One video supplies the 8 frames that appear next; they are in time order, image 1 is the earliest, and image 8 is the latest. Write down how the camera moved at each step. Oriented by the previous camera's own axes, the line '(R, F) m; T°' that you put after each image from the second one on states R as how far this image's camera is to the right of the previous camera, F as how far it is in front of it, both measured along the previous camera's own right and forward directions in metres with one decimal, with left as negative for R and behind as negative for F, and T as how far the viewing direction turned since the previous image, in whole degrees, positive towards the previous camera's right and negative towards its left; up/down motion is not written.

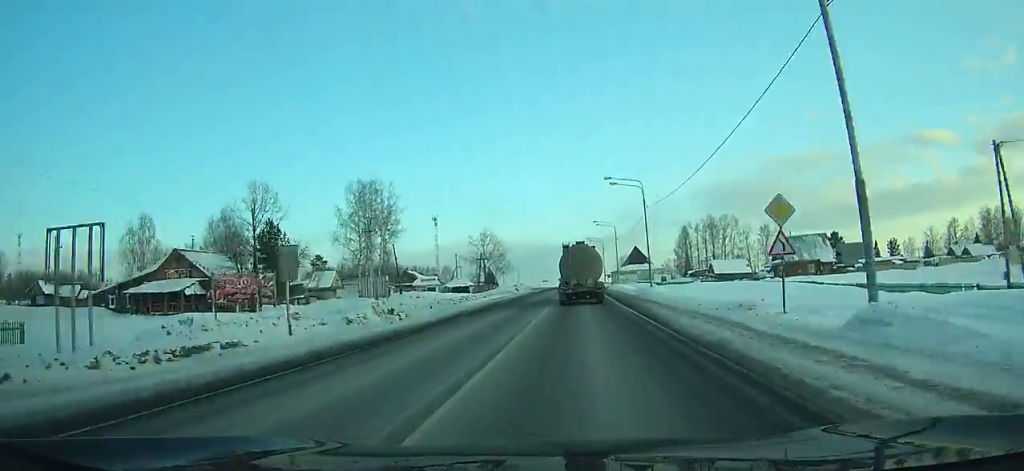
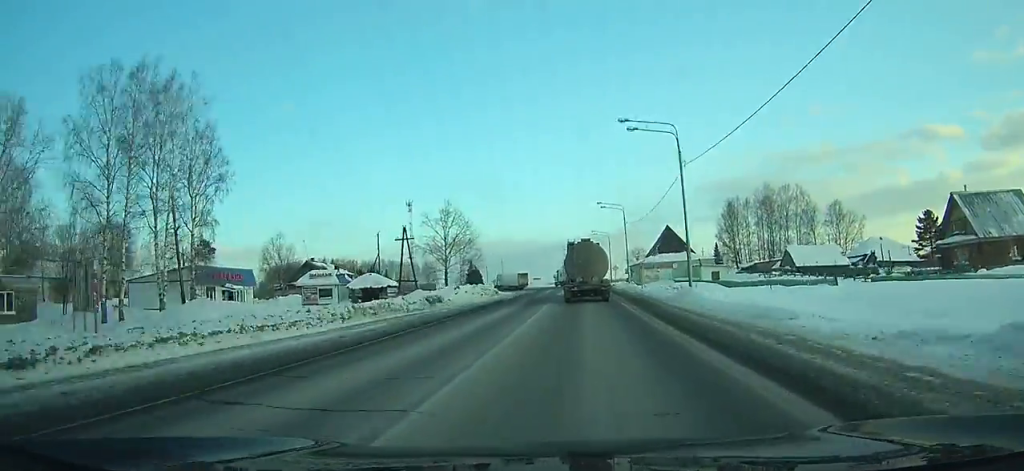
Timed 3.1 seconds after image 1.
(-0.3, +52.3) m; 0°
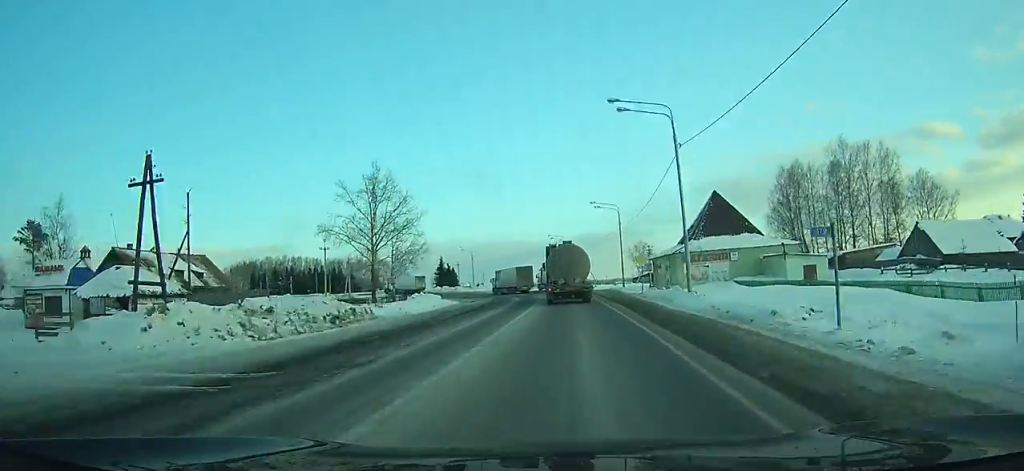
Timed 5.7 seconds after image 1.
(+0.4, +41.4) m; 0°
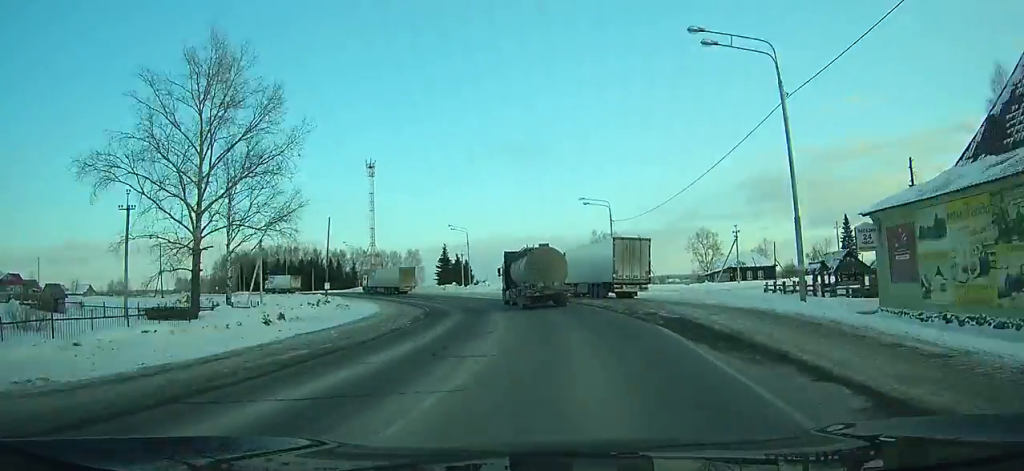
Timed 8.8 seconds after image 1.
(-0.5, +46.6) m; -6°
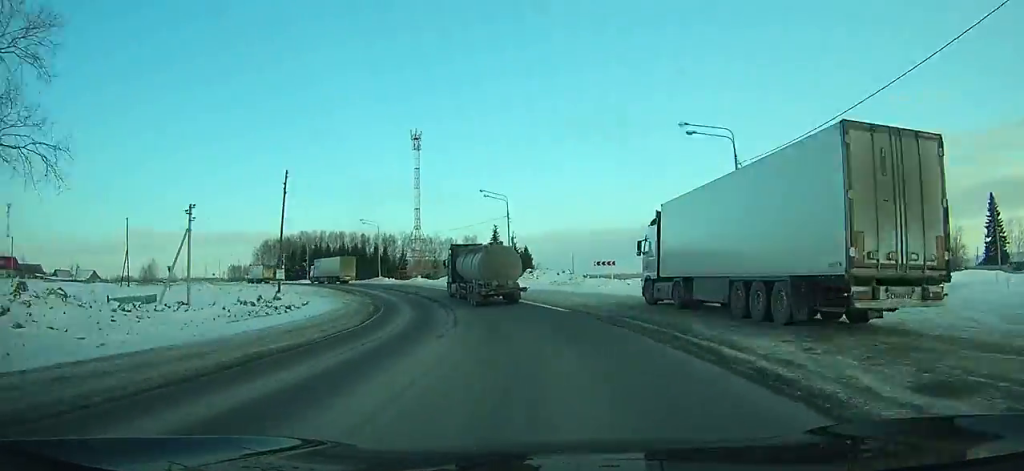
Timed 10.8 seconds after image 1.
(-2.5, +28.6) m; -10°
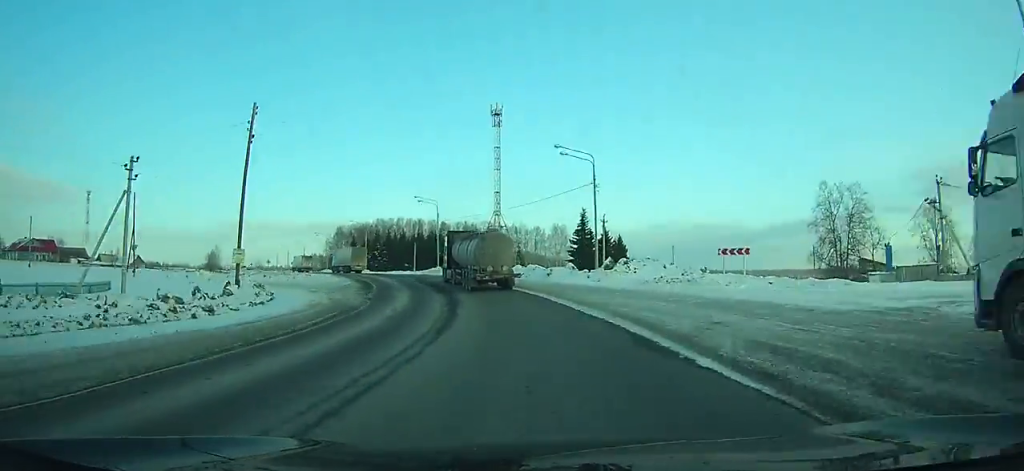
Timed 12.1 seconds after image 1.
(+0.8, +18.4) m; -7°
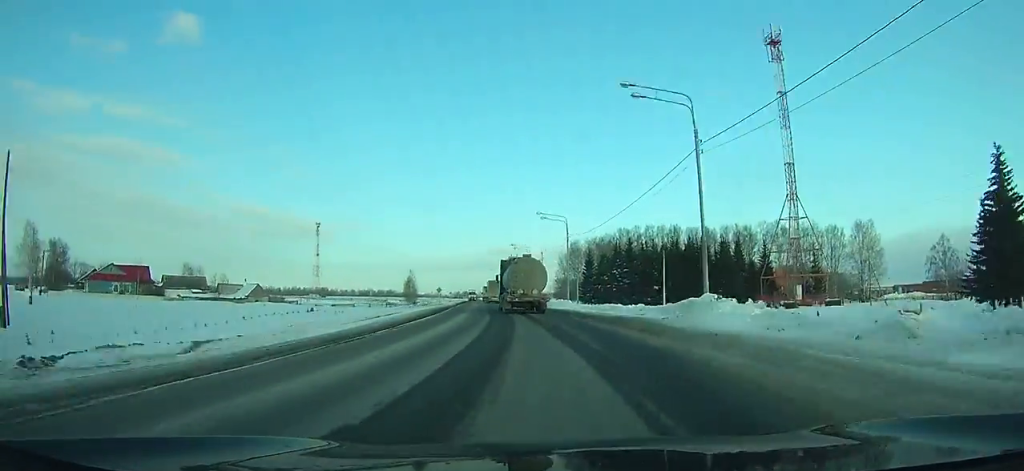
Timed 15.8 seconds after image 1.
(-12.8, +51.4) m; -22°
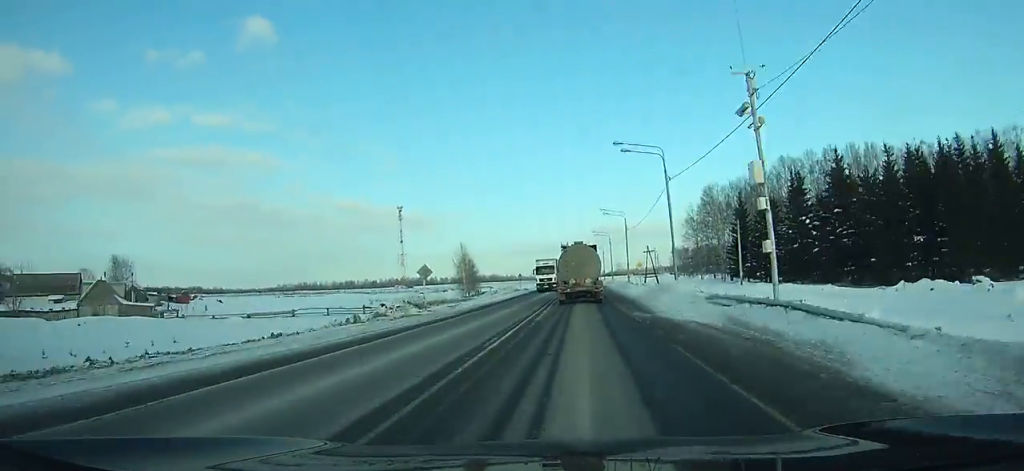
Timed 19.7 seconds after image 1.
(-8.1, +58.7) m; -10°
